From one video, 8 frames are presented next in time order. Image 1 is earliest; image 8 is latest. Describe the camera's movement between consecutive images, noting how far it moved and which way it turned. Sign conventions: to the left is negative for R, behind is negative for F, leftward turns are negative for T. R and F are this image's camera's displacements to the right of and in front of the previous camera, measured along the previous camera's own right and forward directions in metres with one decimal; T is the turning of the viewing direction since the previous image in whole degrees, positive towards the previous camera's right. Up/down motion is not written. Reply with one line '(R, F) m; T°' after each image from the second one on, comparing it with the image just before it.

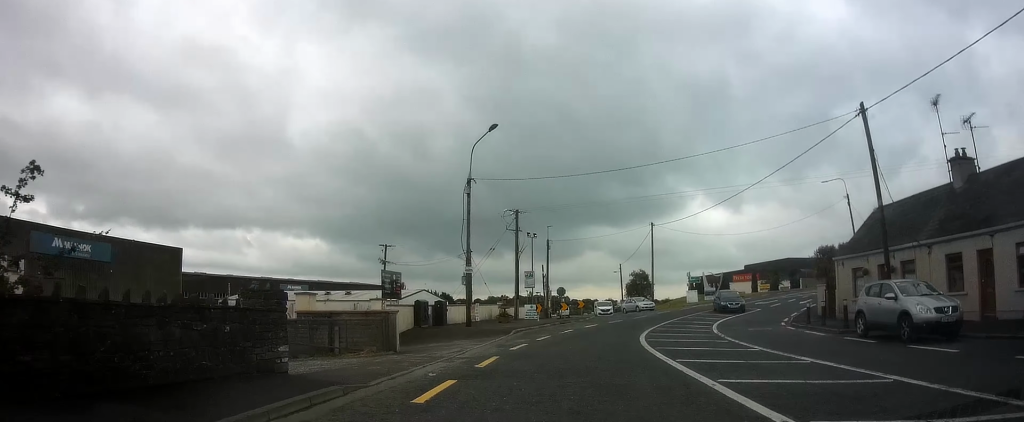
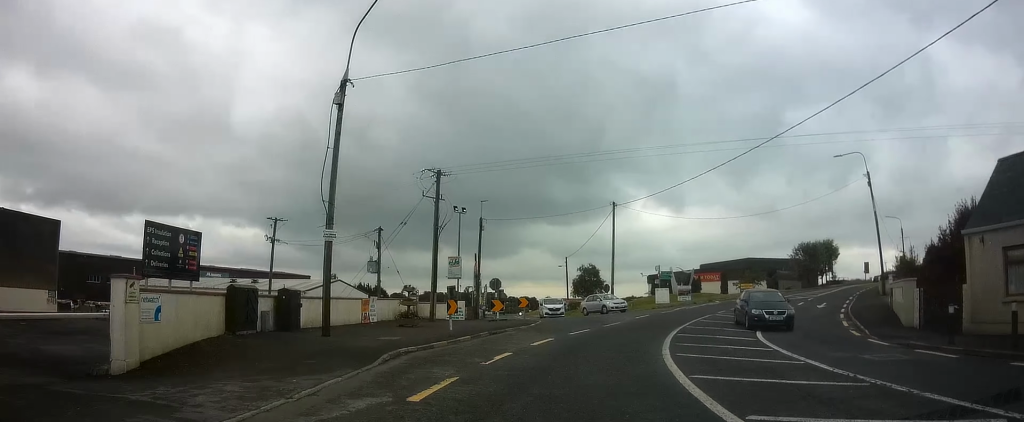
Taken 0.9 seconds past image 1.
(+0.4, +12.1) m; +6°
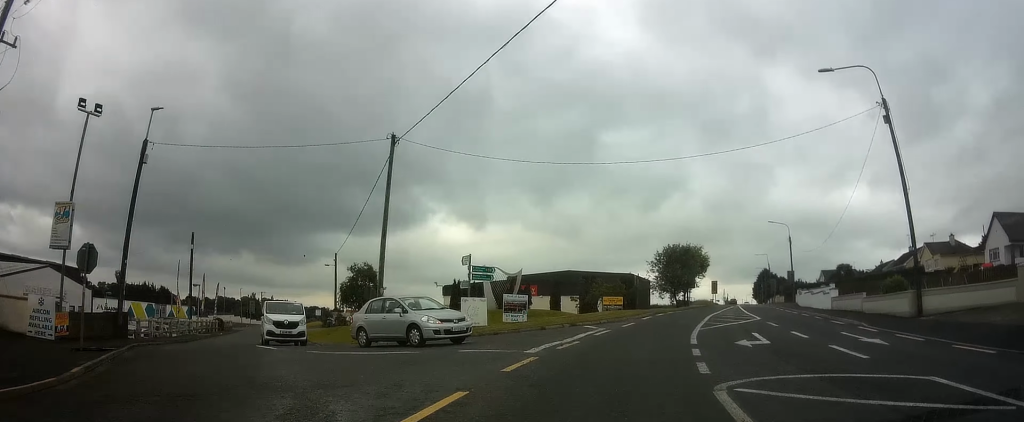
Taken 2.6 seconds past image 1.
(+3.1, +21.2) m; +19°
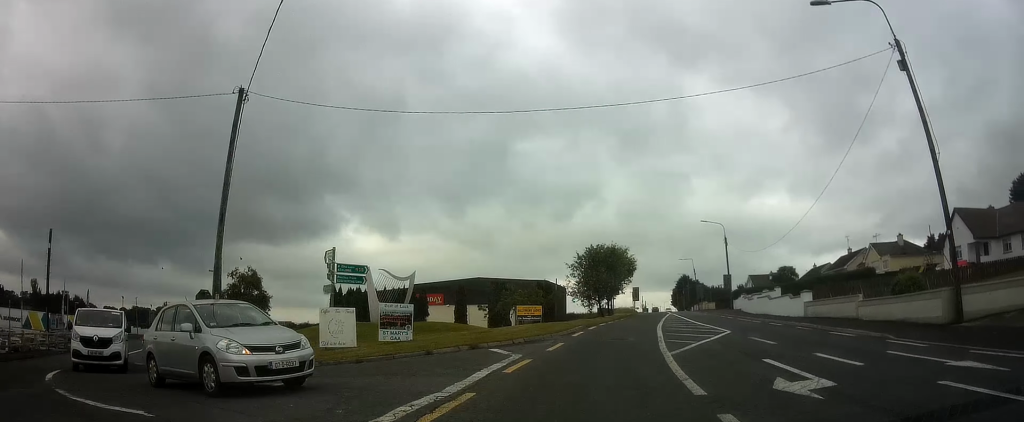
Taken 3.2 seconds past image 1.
(+0.5, +7.0) m; +7°
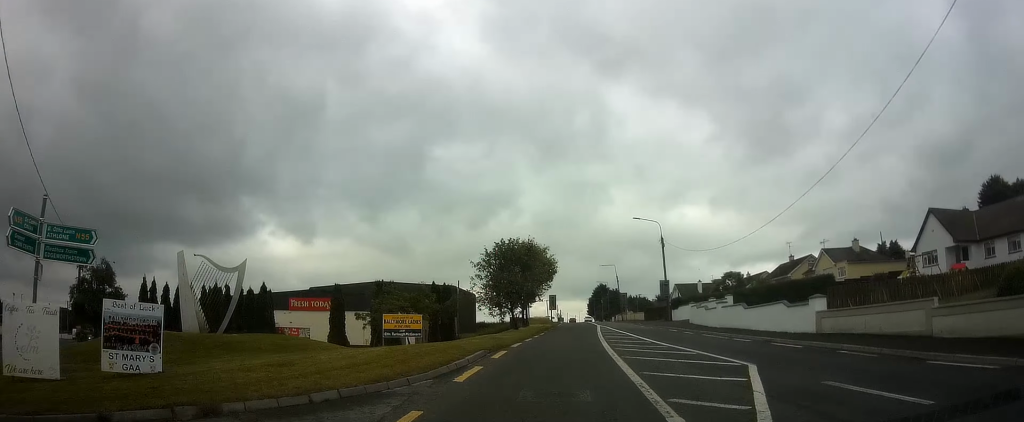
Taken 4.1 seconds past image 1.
(+0.8, +9.6) m; +8°
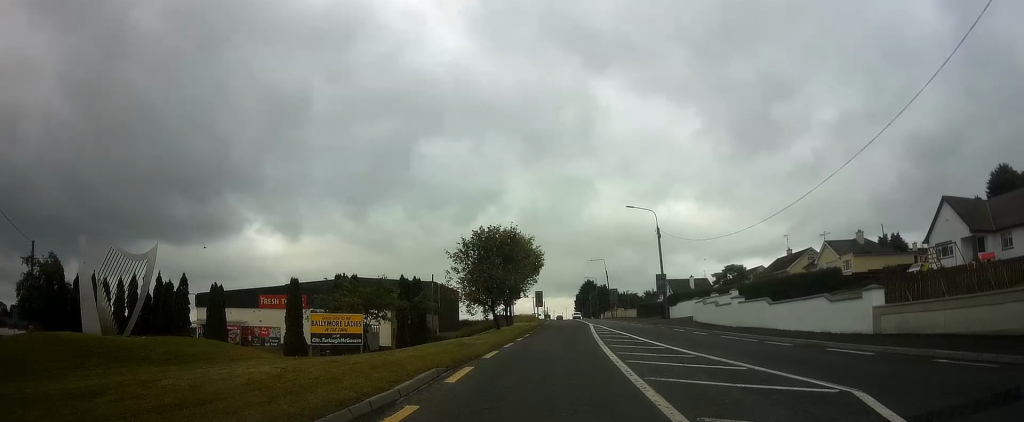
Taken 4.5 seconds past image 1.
(+0.1, +4.6) m; +3°
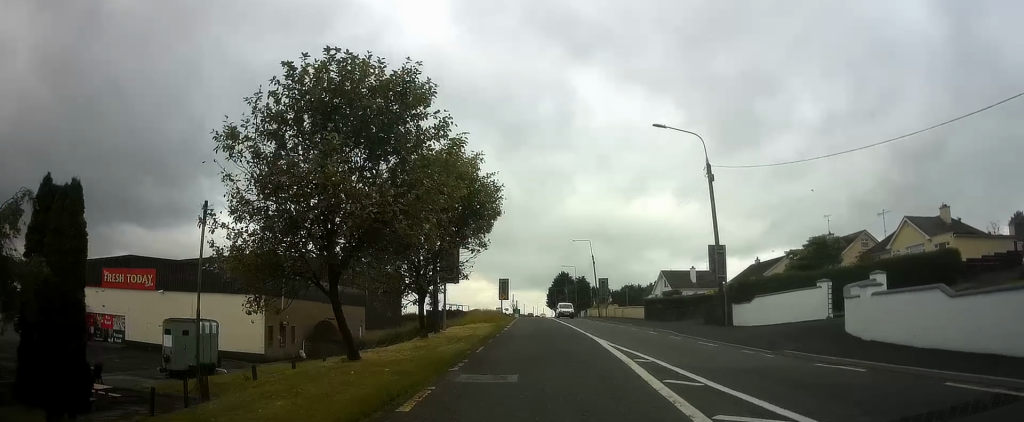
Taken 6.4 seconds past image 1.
(+1.9, +22.7) m; +6°
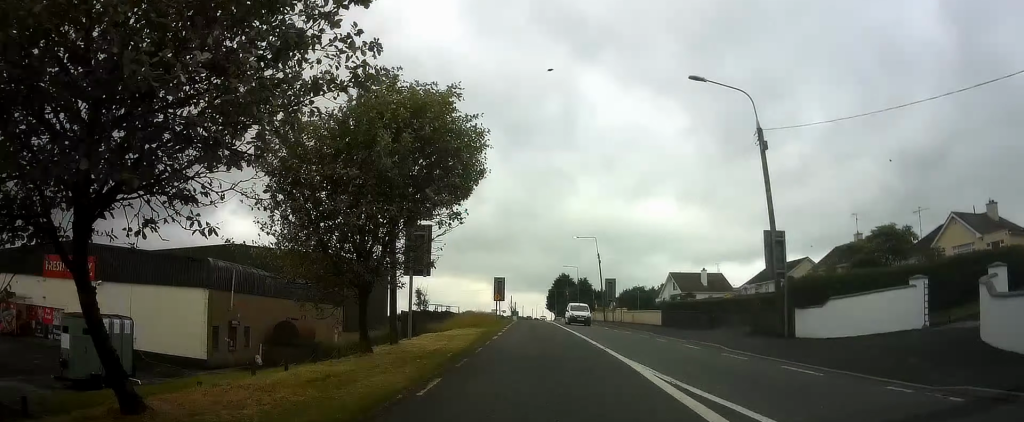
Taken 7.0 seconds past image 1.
(-0.1, +6.9) m; 0°
